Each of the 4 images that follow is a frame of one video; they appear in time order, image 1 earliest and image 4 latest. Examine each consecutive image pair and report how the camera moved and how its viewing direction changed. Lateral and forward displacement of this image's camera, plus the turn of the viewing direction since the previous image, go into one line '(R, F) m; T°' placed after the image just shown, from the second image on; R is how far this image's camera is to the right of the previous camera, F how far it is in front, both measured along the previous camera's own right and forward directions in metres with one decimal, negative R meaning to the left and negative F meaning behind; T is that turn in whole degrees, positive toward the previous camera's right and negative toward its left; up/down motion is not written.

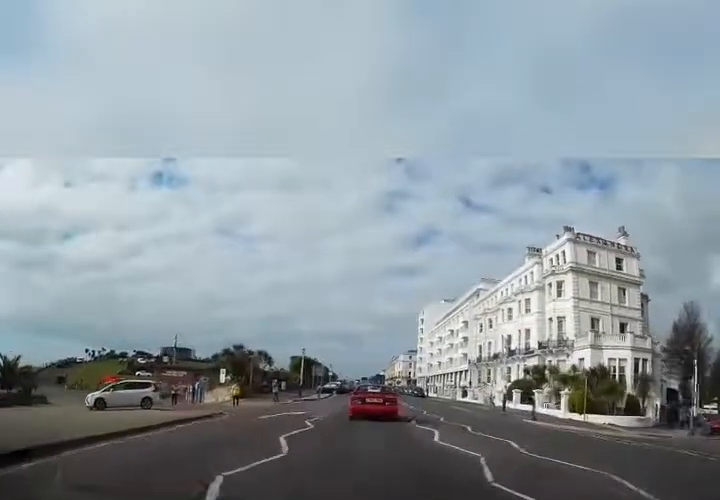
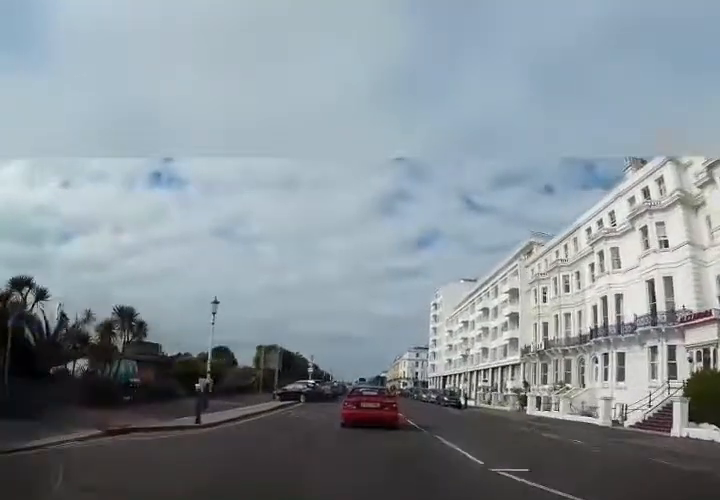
(-0.4, +26.8) m; -4°
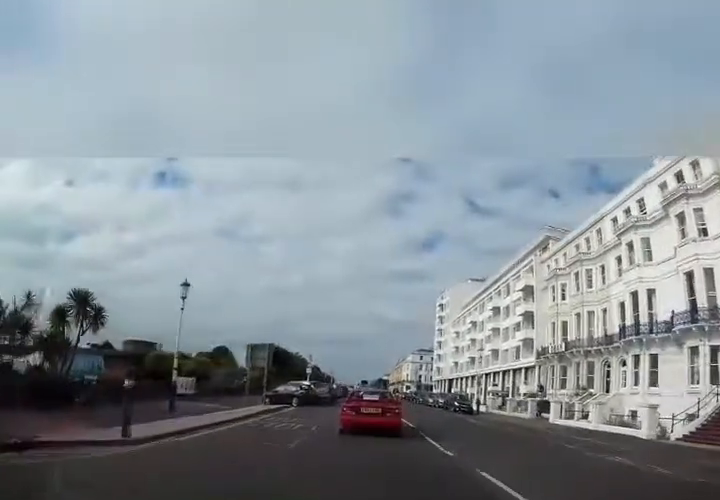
(0.0, +3.9) m; +1°
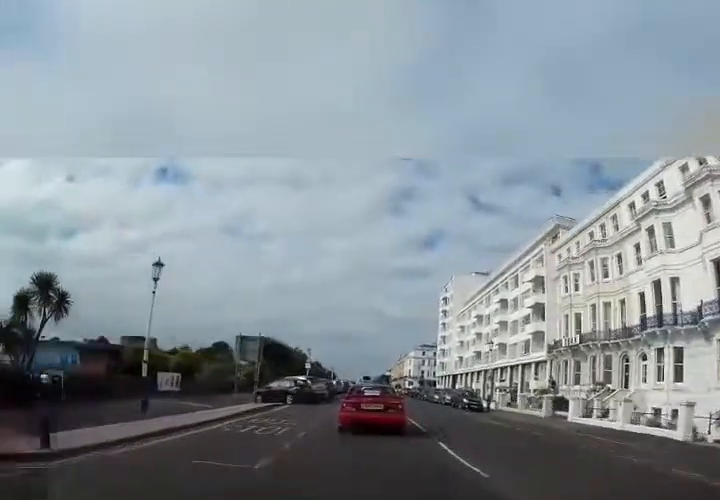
(0.0, +2.5) m; +1°
